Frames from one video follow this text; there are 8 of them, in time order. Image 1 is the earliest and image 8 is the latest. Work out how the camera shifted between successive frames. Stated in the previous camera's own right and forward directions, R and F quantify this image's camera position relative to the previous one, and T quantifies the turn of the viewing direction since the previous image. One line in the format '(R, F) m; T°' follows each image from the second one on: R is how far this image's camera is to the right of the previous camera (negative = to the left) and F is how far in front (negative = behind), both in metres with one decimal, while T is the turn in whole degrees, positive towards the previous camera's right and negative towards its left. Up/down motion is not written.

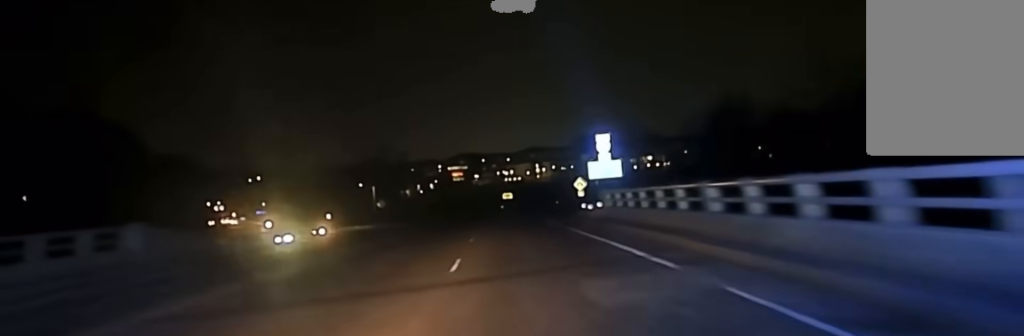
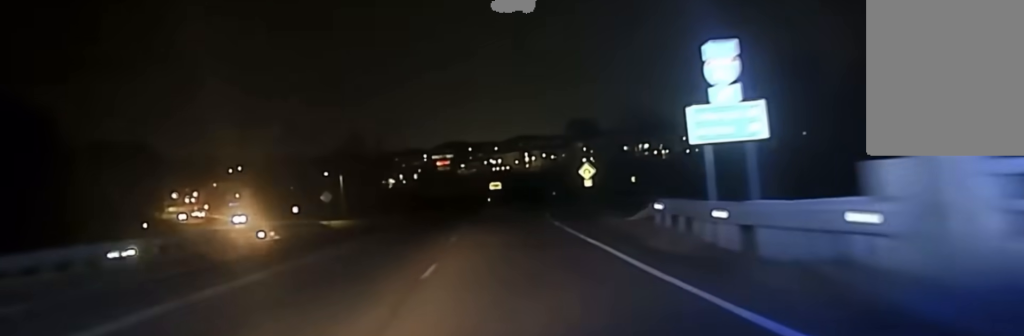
(+0.1, +28.1) m; 0°
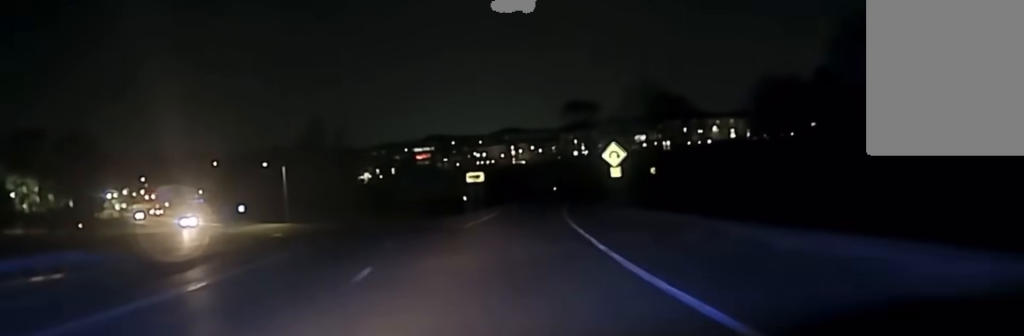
(-0.3, +37.4) m; +1°
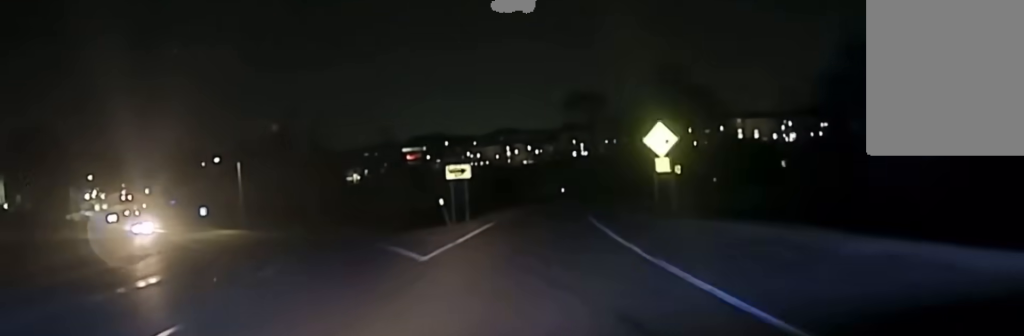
(+0.4, +22.5) m; +2°
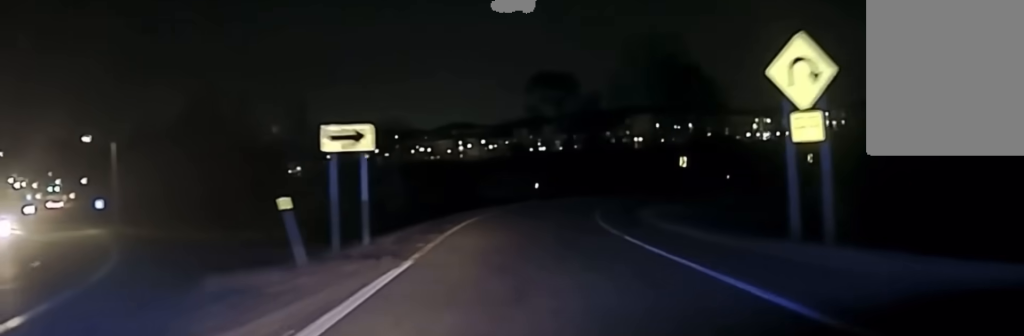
(+0.3, +26.4) m; +2°
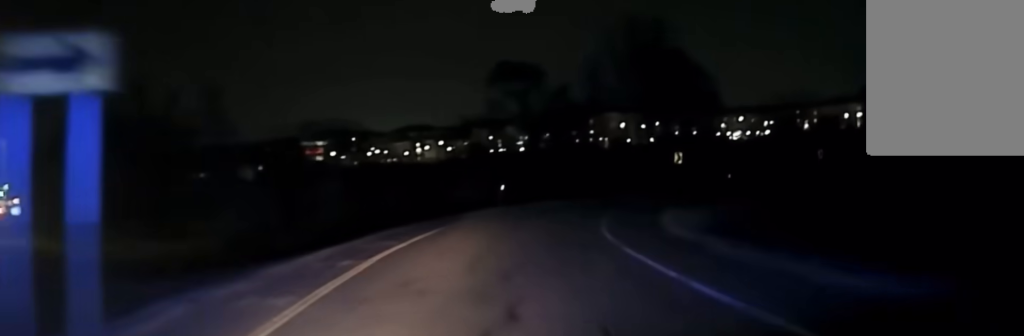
(+0.2, +14.4) m; +2°
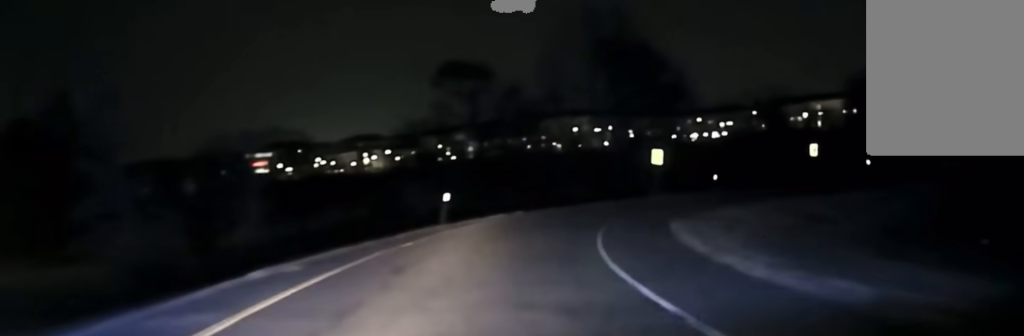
(-0.2, +10.9) m; +3°
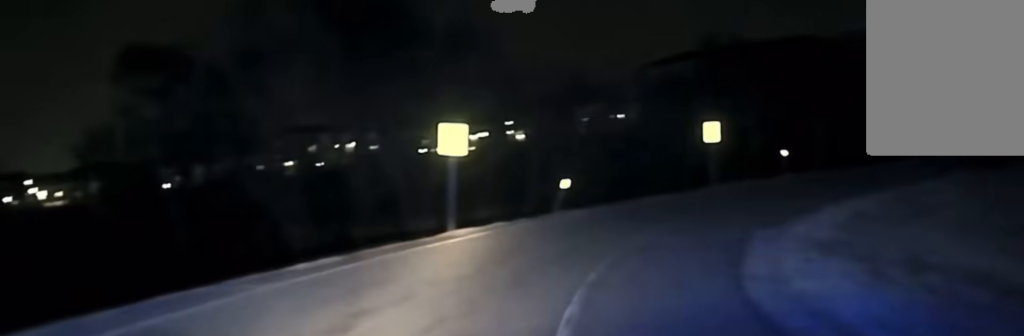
(+4.7, +32.4) m; +18°
